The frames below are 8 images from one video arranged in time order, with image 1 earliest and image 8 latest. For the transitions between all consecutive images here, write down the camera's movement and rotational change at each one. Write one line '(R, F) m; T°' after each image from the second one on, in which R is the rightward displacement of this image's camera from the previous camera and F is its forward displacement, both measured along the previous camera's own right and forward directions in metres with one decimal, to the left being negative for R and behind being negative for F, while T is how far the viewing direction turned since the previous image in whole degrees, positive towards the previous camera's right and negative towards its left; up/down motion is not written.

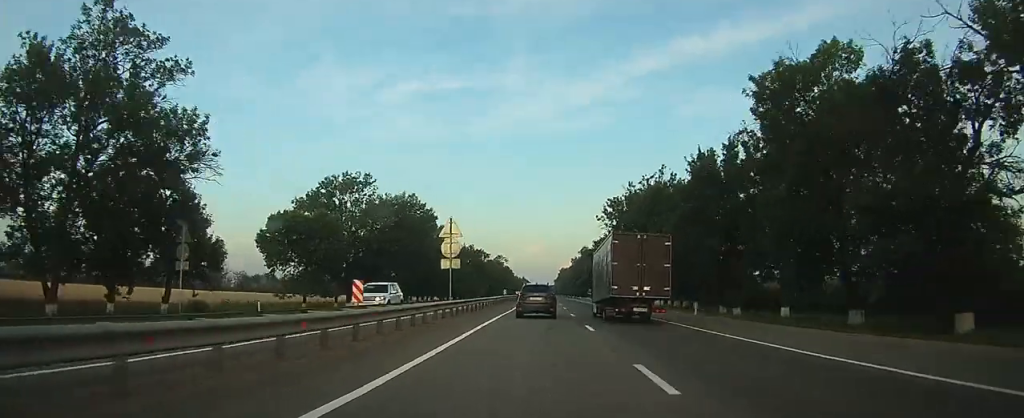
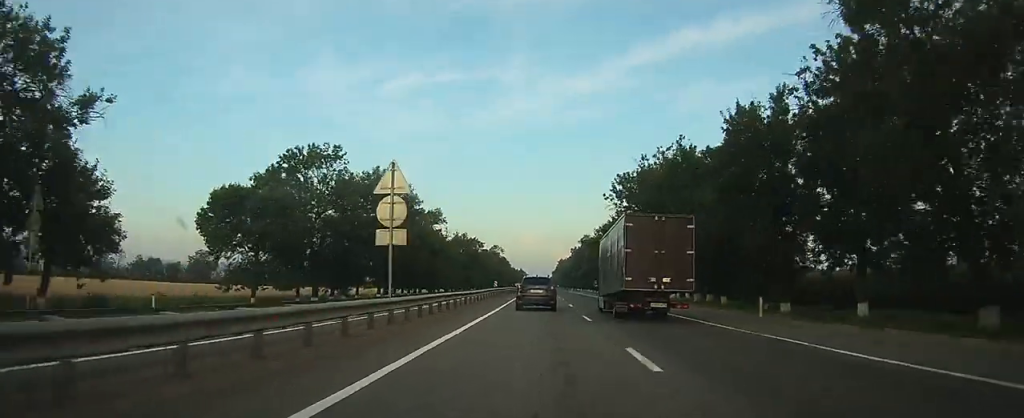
(0.0, +10.8) m; 0°
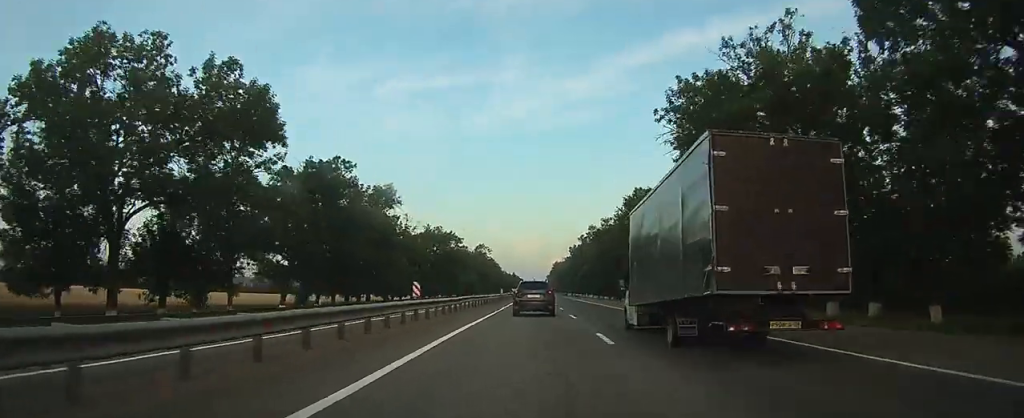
(+0.1, +31.7) m; 0°
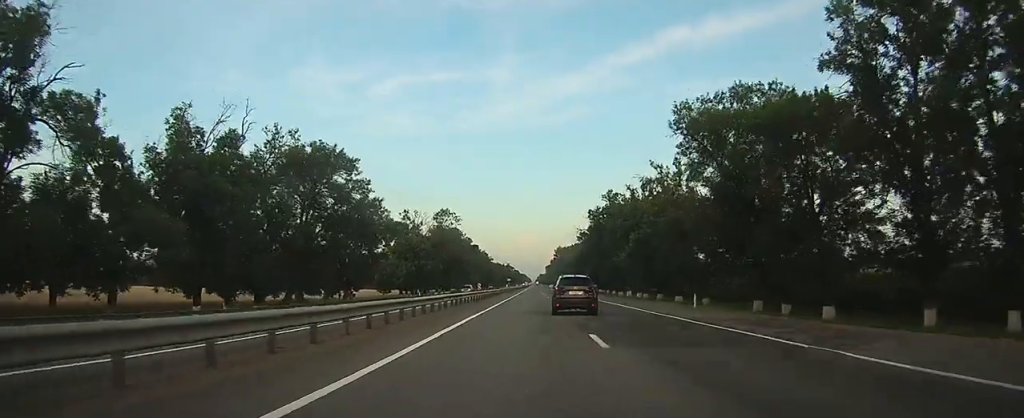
(+0.2, +72.9) m; 0°
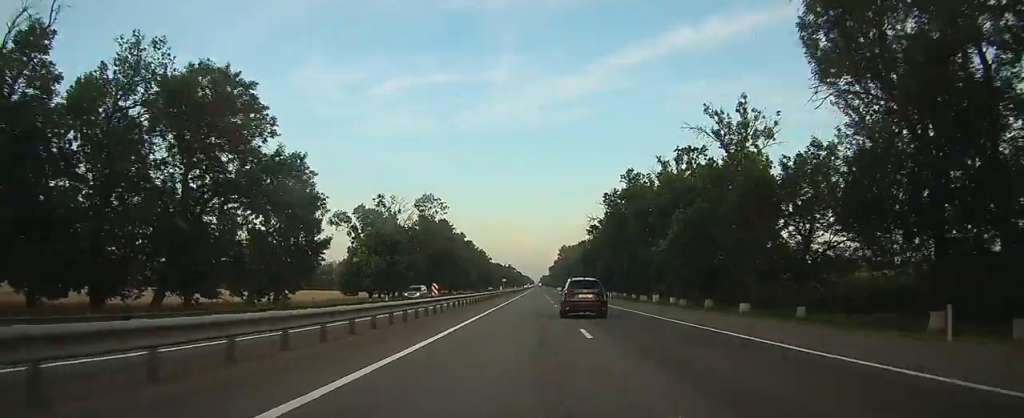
(0.0, +21.0) m; 0°
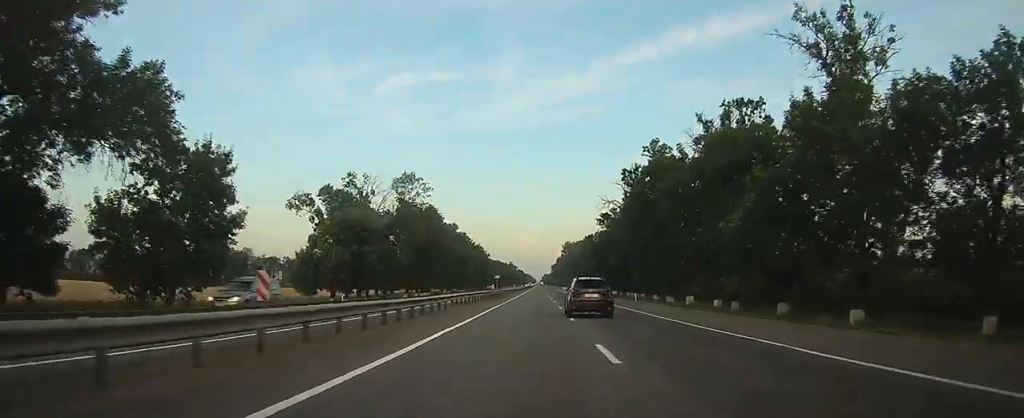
(-0.1, +16.8) m; 0°
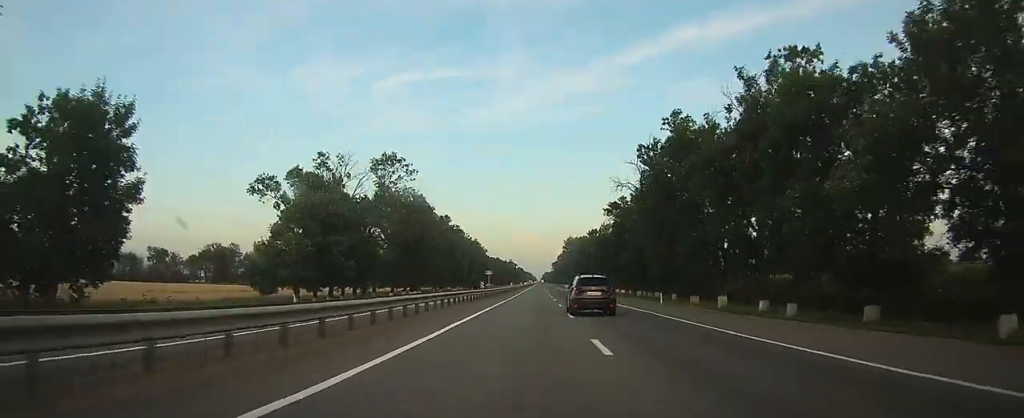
(0.0, +10.9) m; 0°
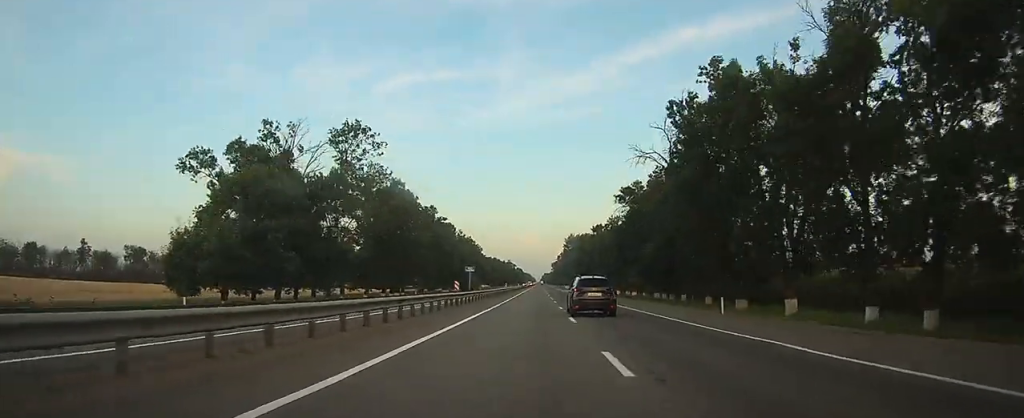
(0.0, +14.4) m; 0°
